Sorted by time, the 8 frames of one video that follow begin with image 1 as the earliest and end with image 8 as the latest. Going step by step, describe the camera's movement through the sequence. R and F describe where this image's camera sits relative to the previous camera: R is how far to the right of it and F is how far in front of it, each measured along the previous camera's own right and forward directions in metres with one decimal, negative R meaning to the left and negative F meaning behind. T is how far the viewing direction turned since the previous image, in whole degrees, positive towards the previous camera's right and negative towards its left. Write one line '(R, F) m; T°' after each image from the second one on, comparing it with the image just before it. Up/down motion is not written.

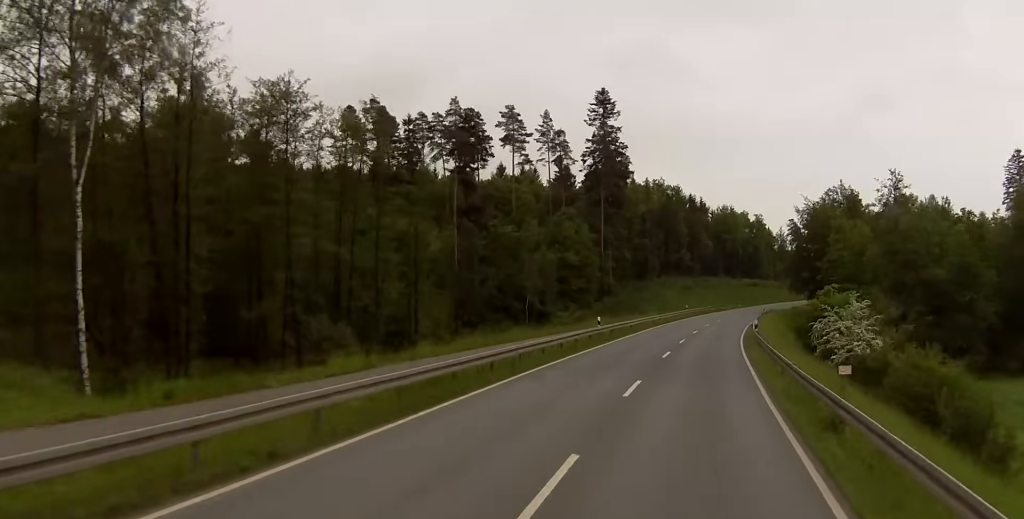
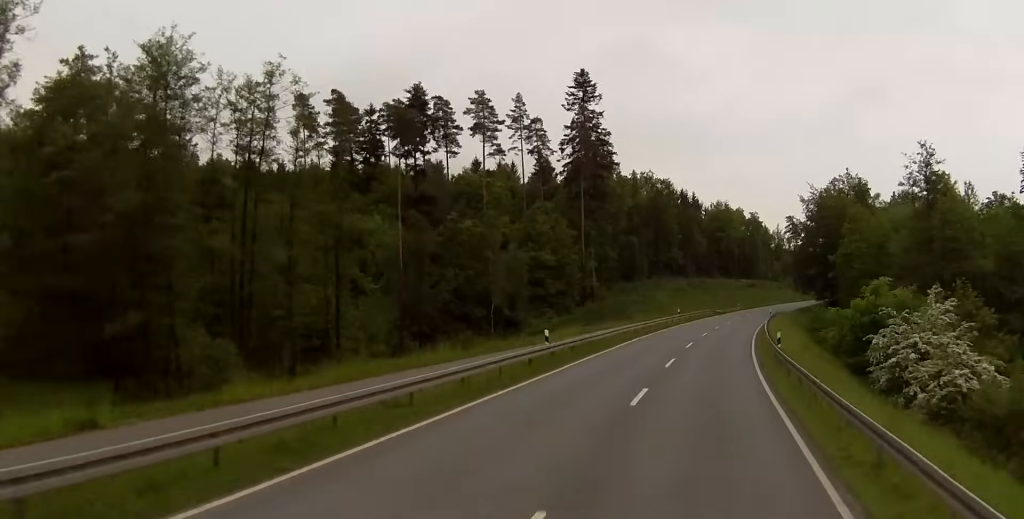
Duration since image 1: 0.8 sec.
(0.0, +15.2) m; 0°
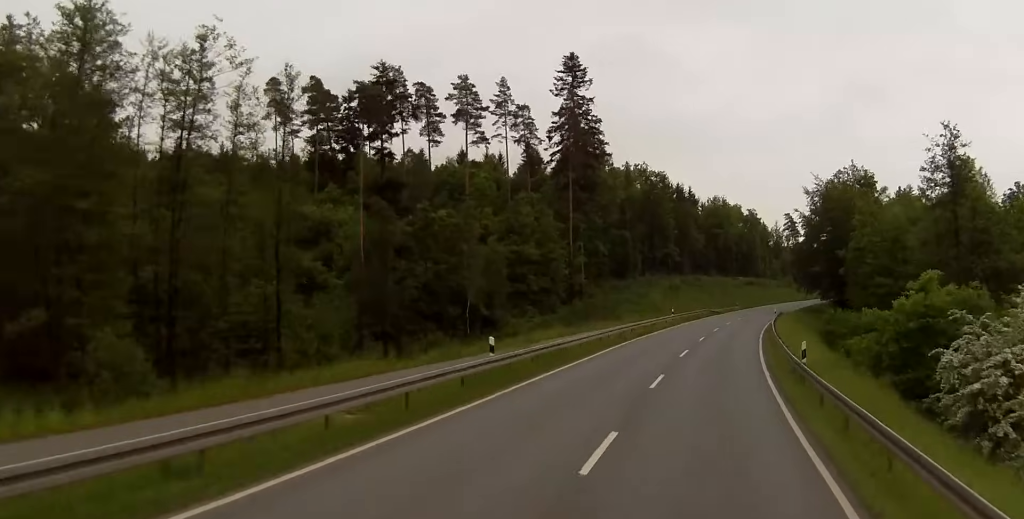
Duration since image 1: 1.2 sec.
(0.0, +8.1) m; 0°
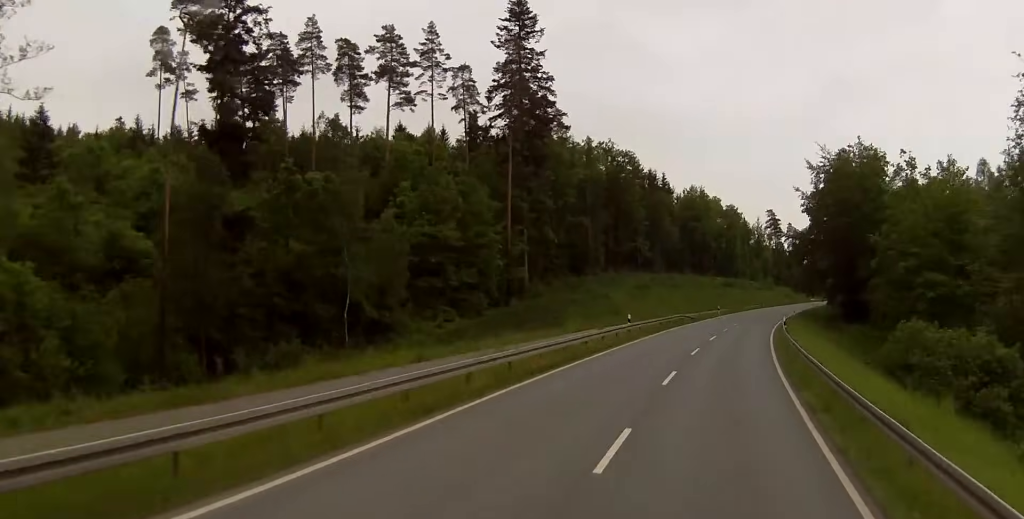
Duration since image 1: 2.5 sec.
(0.0, +22.5) m; +1°
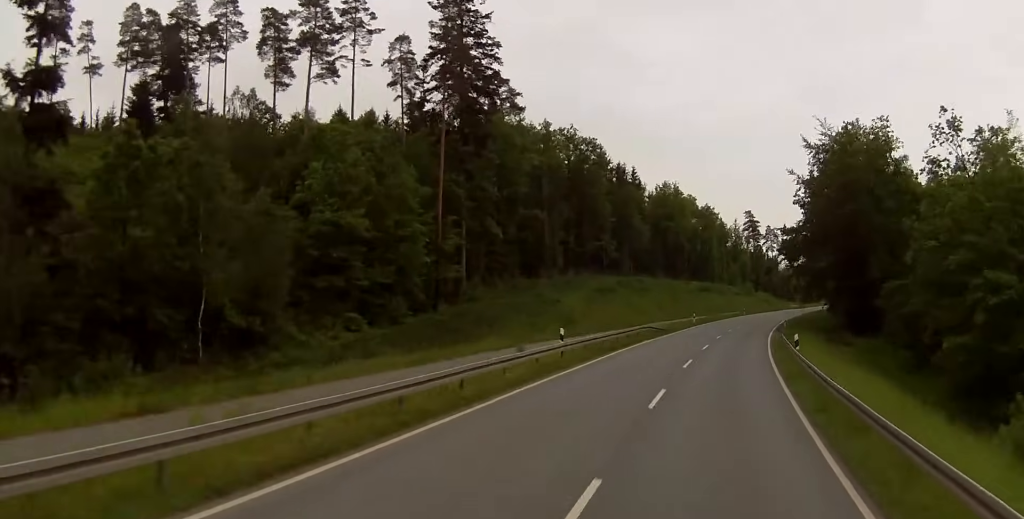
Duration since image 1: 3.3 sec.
(+0.2, +13.6) m; +2°
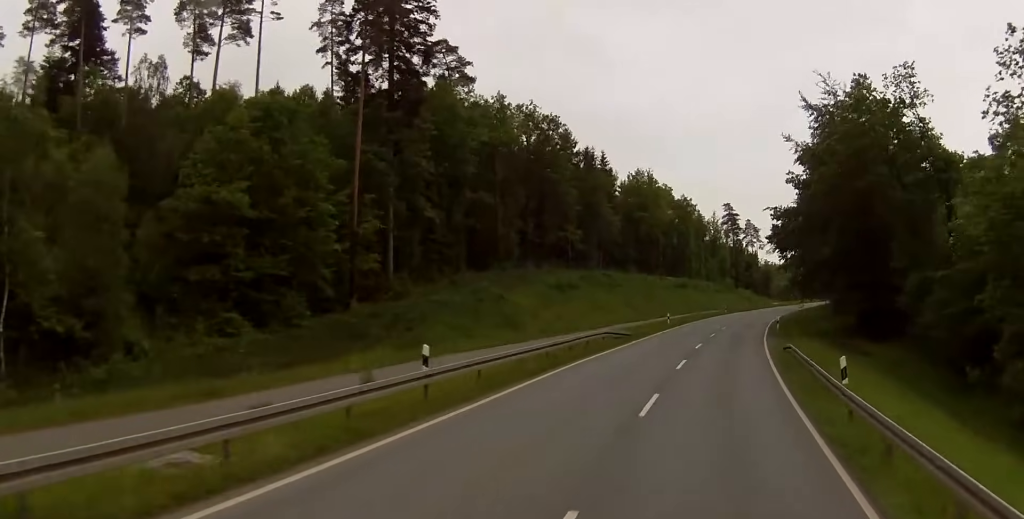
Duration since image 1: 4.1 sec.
(+0.2, +12.2) m; +1°
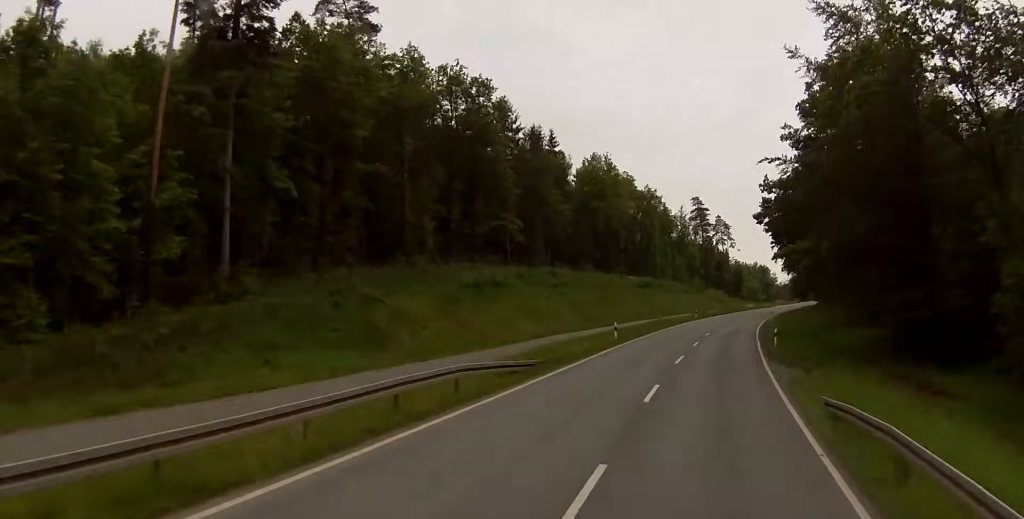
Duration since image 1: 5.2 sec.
(+0.3, +19.8) m; +1°
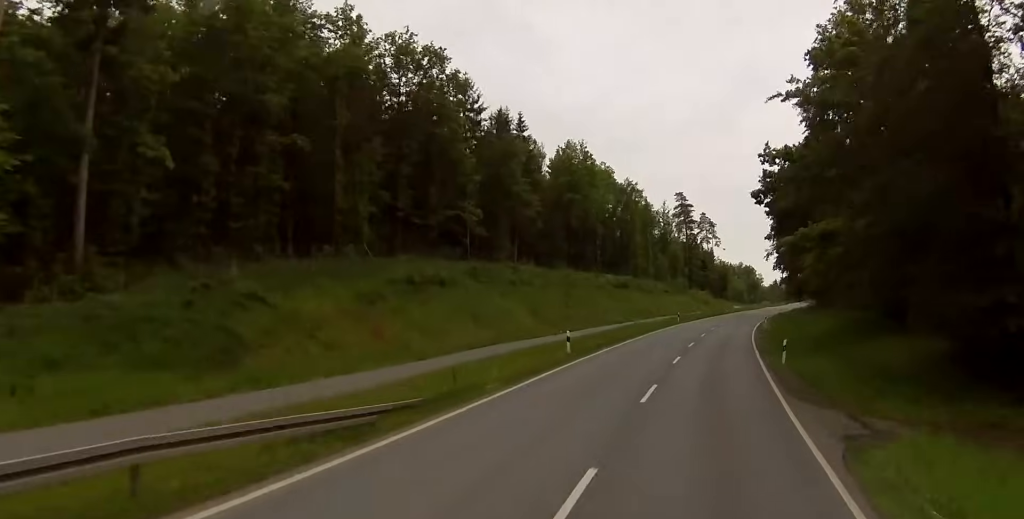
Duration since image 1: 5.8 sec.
(+0.1, +11.6) m; +1°
